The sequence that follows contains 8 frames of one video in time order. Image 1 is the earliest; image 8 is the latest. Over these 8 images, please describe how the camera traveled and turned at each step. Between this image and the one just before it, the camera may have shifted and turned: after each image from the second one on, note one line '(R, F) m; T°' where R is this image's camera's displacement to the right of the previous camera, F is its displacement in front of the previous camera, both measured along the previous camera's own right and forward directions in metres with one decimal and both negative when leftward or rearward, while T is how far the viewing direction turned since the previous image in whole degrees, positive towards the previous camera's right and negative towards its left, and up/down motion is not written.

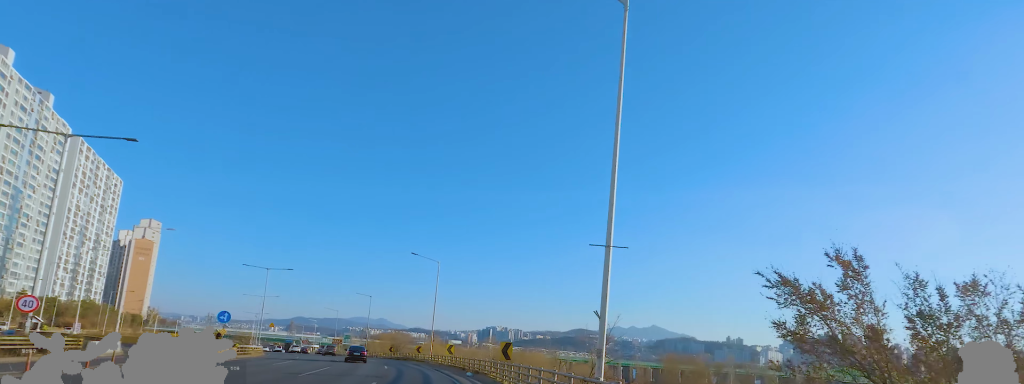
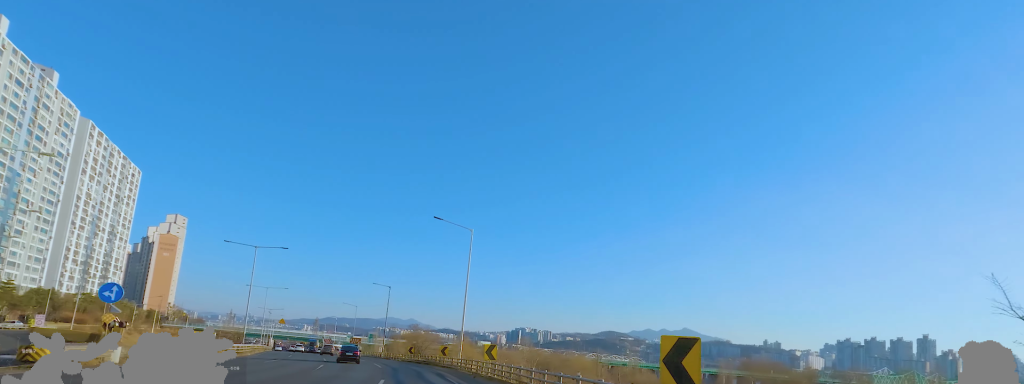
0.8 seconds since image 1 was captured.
(+0.1, +17.8) m; -3°
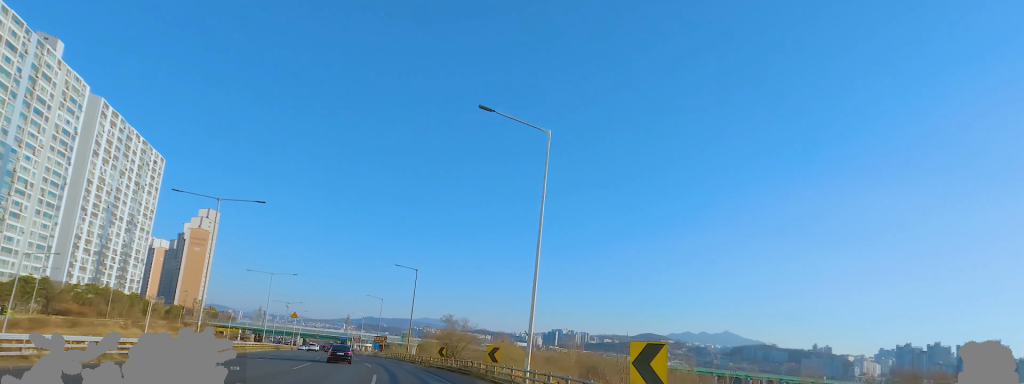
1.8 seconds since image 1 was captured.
(-1.5, +20.7) m; -7°
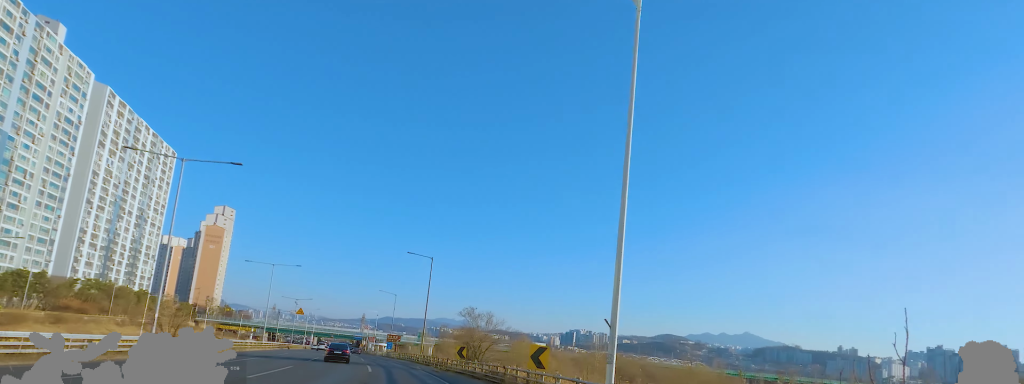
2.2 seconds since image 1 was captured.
(-0.2, +9.3) m; -2°
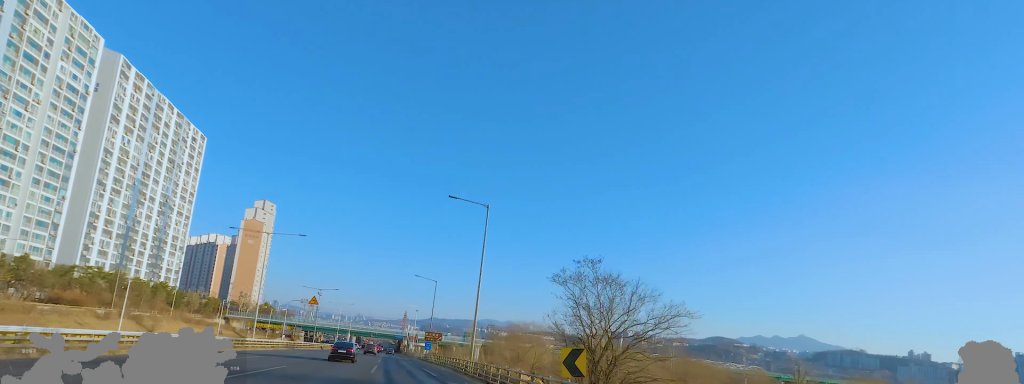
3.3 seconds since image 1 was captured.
(-1.2, +23.3) m; -2°
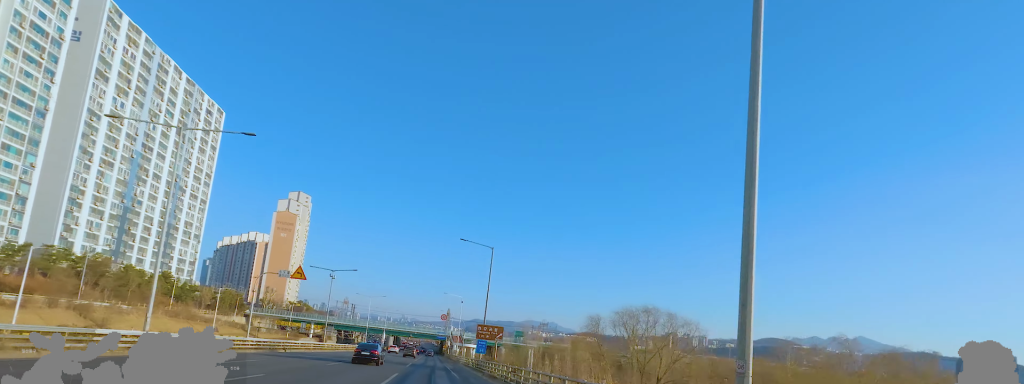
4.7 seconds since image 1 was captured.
(+0.9, +29.1) m; +3°
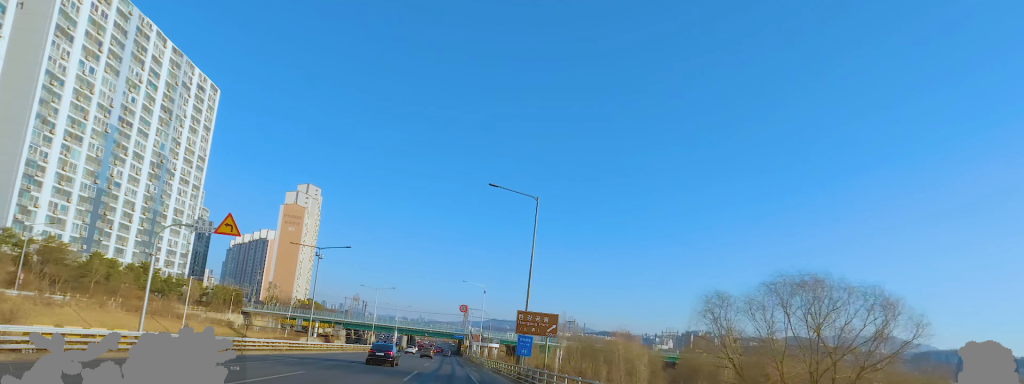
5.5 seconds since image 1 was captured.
(+0.1, +18.0) m; -2°
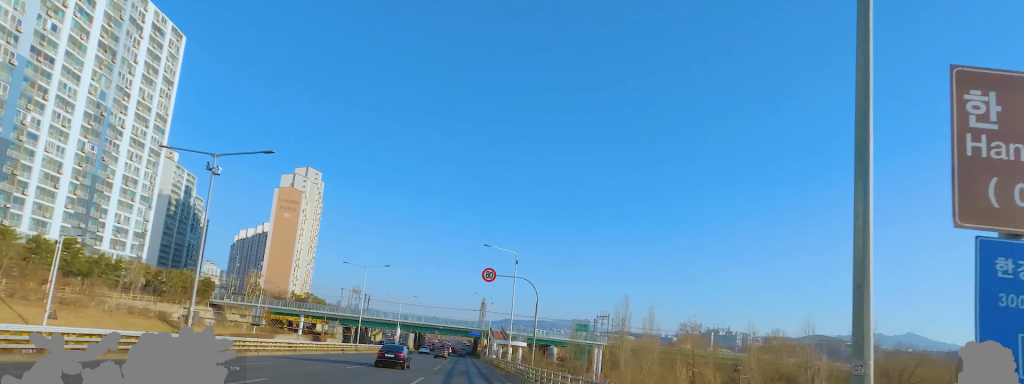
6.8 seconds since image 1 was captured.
(-0.6, +28.3) m; -1°
